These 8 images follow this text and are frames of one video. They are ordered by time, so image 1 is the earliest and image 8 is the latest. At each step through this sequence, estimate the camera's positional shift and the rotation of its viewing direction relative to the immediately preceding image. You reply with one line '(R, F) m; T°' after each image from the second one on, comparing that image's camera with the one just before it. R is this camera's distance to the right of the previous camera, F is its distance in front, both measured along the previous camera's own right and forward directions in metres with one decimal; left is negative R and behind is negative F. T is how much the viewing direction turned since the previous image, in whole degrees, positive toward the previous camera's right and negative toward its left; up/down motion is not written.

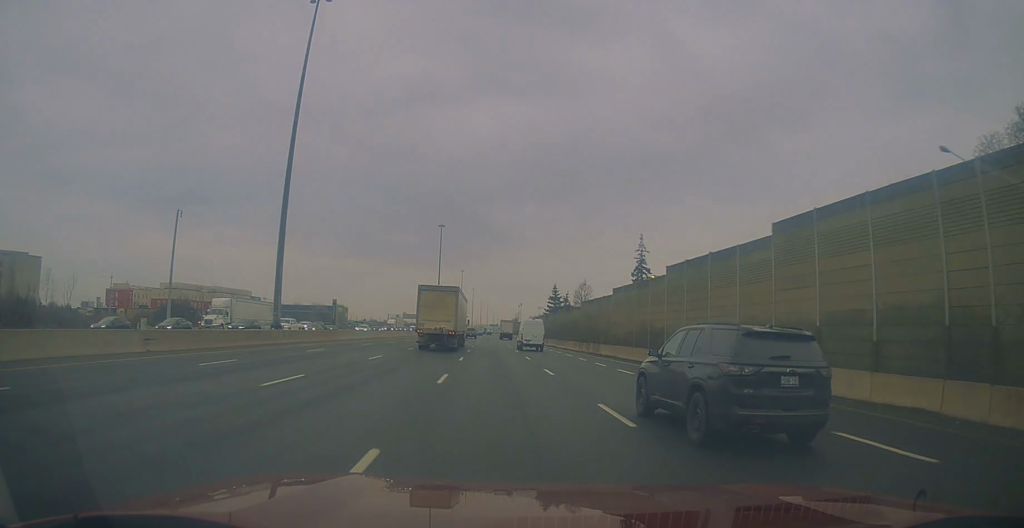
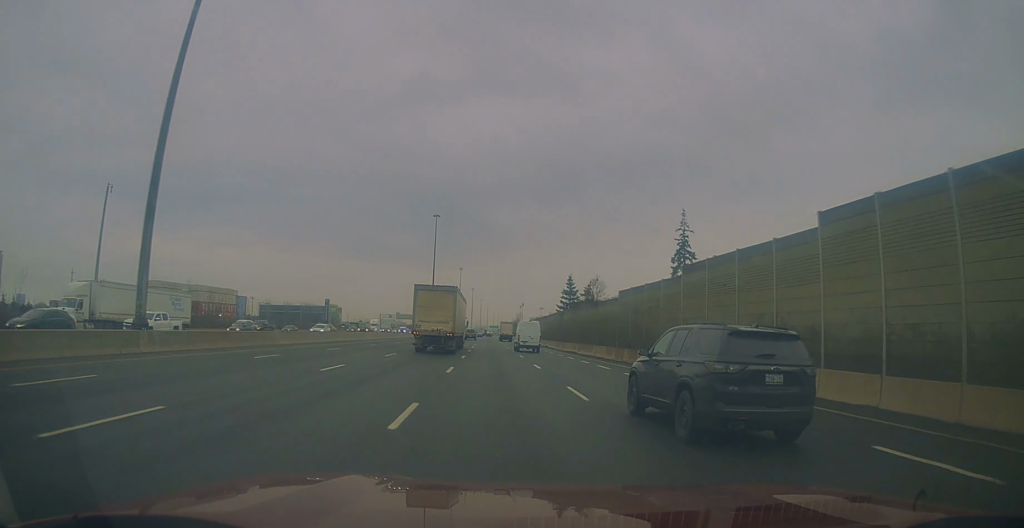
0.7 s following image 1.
(0.0, +19.0) m; 0°
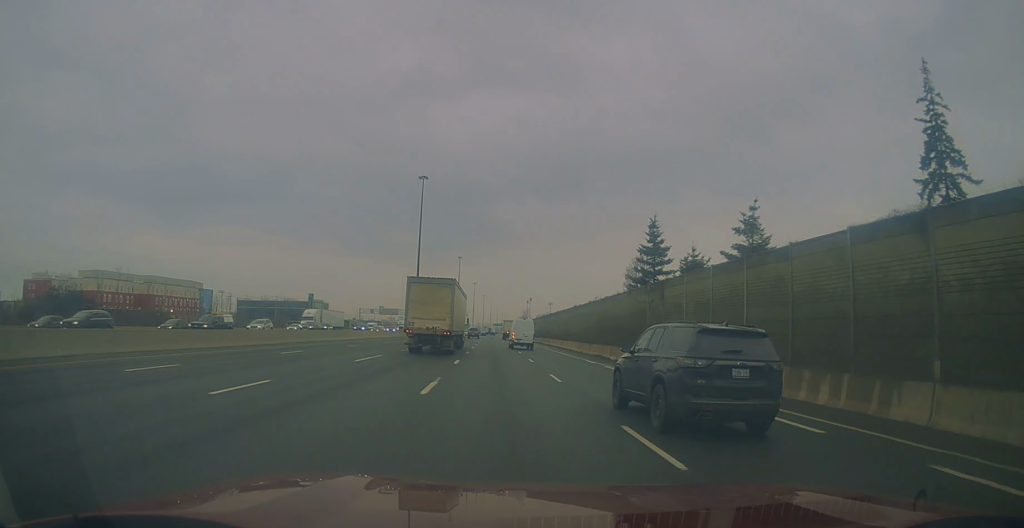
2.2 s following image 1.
(-1.1, +43.1) m; -2°
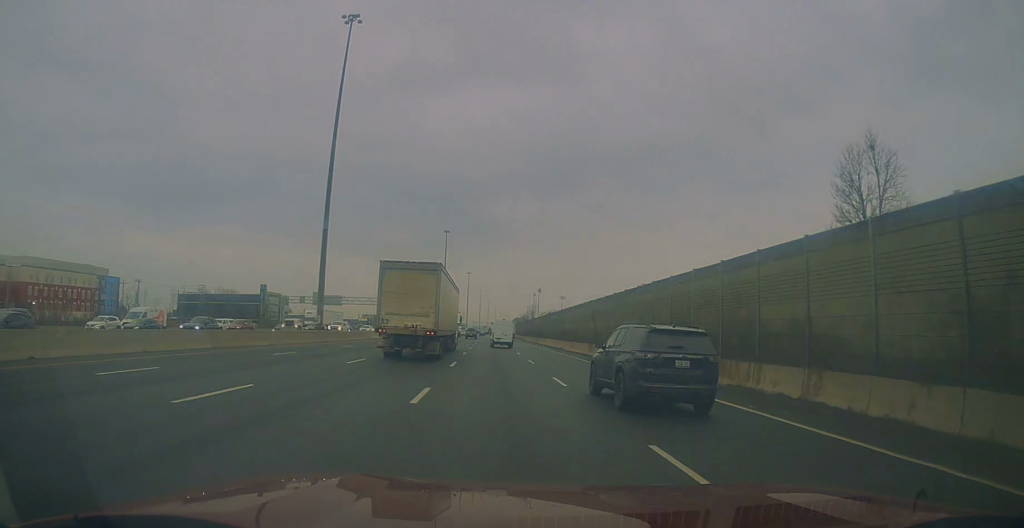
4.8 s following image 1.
(+1.2, +74.9) m; +1°
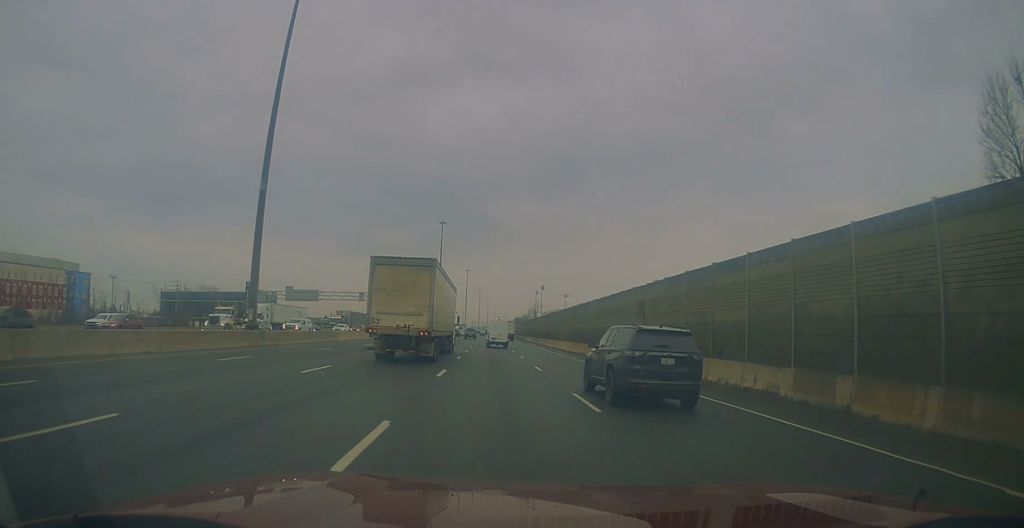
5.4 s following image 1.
(-0.1, +17.6) m; +1°
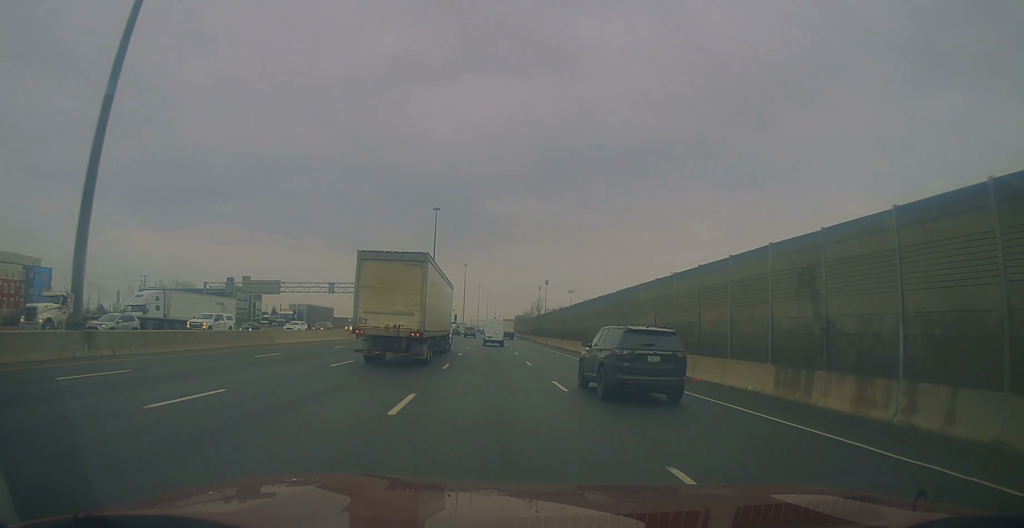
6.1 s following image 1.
(+0.3, +20.6) m; 0°
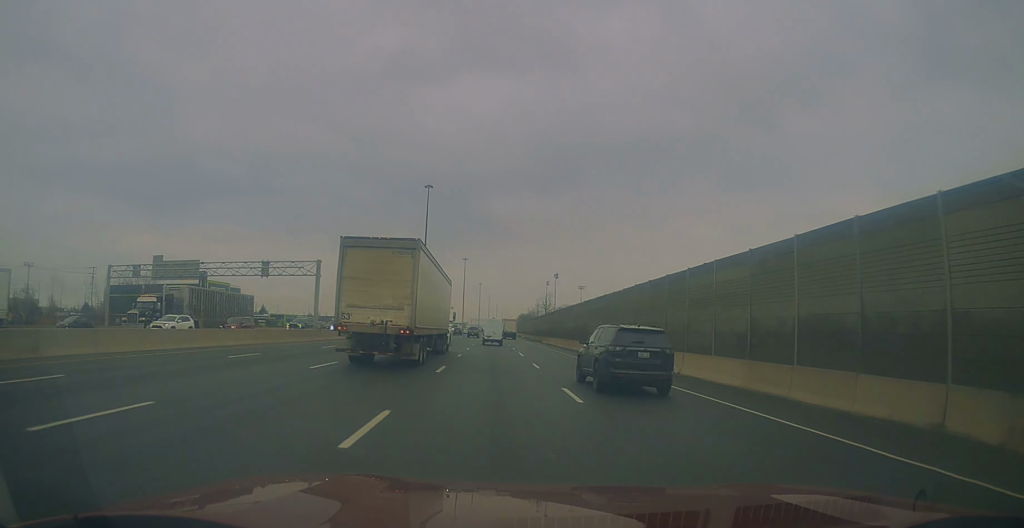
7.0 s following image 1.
(+0.1, +27.5) m; 0°
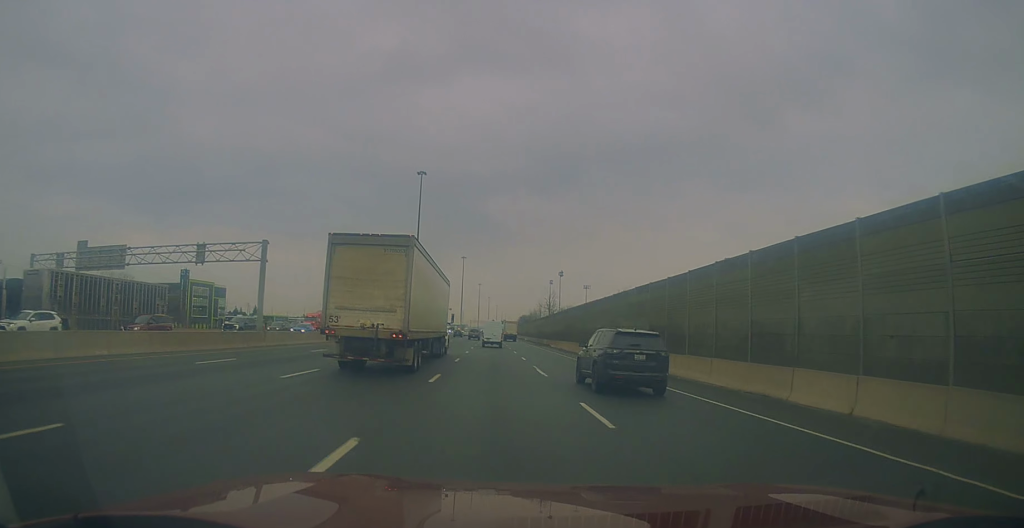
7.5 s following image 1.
(-0.3, +14.8) m; 0°
